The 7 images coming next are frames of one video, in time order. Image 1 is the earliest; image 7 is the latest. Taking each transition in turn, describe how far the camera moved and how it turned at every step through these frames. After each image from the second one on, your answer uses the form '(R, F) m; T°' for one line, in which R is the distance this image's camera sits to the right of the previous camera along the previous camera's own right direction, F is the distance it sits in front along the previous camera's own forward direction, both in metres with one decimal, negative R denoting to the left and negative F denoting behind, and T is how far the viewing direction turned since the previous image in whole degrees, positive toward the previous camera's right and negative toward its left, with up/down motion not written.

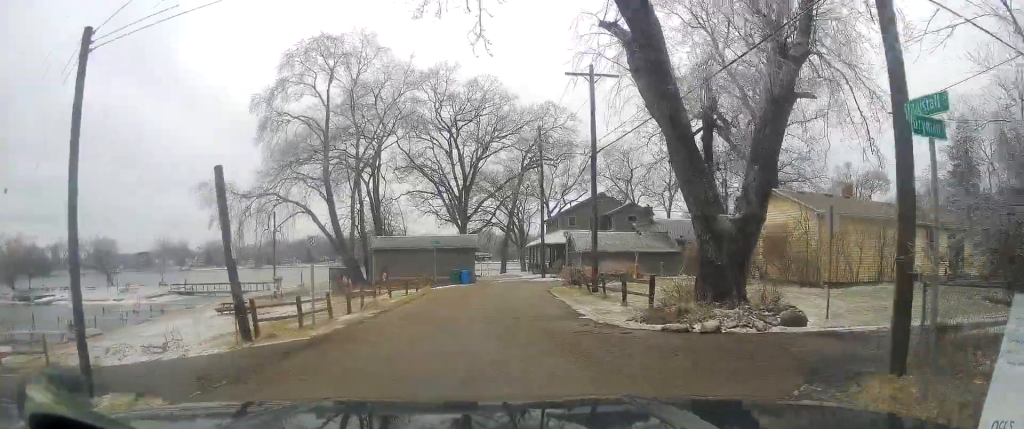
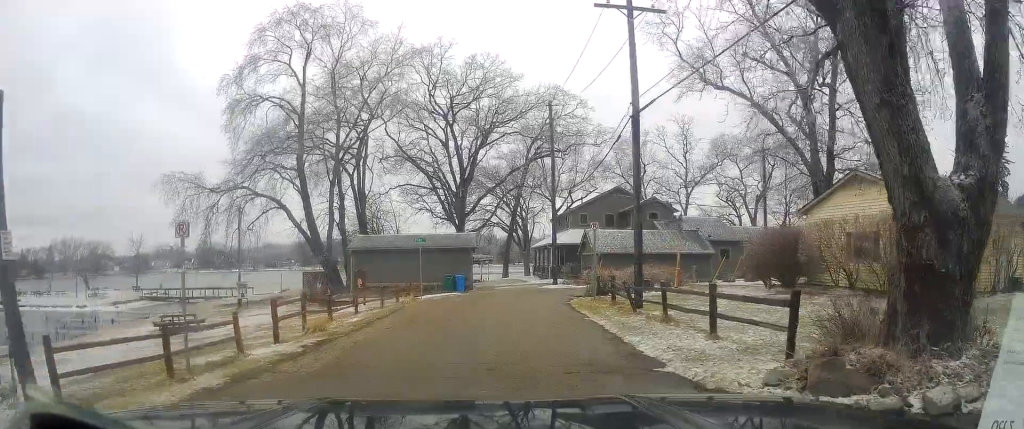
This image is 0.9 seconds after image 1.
(0.0, +7.5) m; 0°
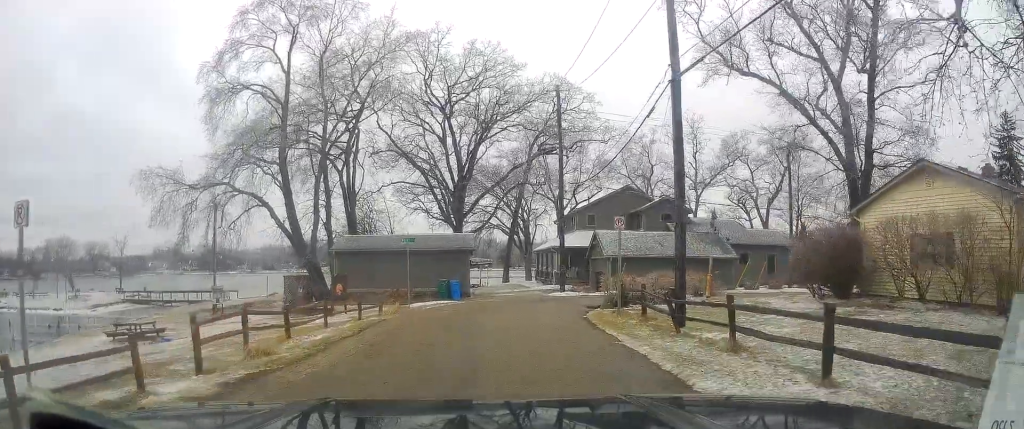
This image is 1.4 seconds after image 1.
(0.0, +4.2) m; -1°
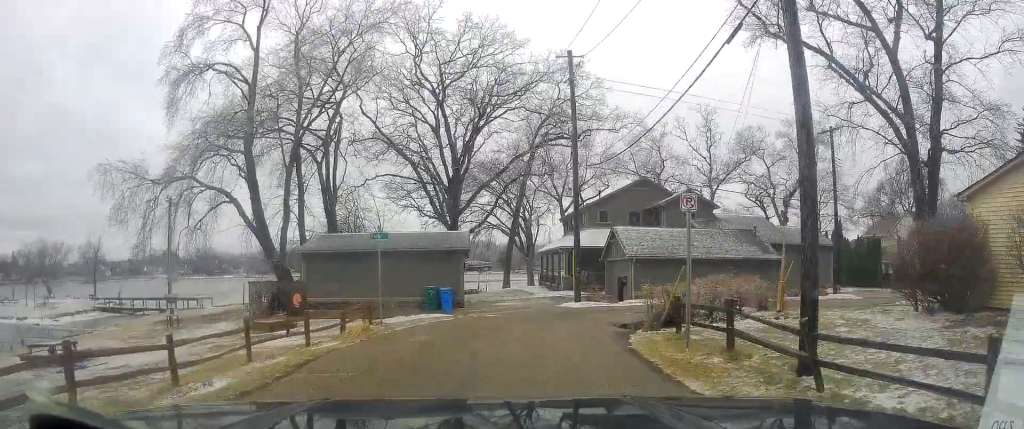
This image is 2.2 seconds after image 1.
(0.0, +6.4) m; -3°
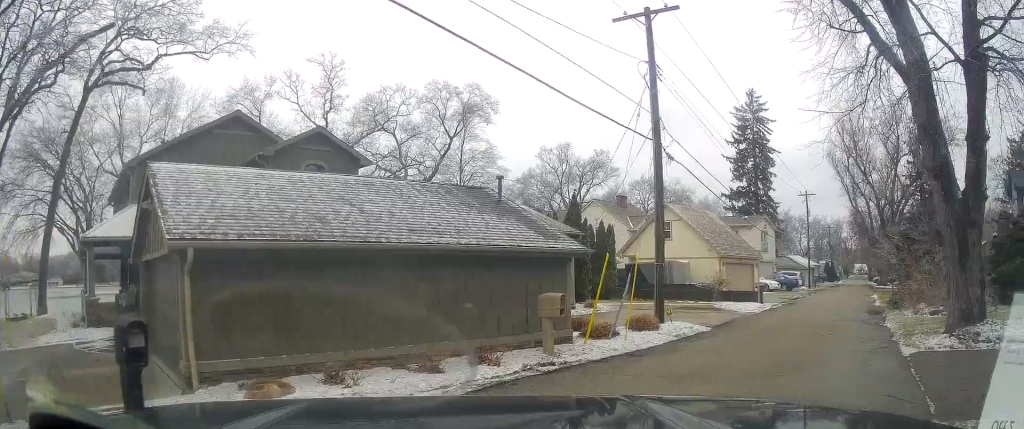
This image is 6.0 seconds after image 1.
(+2.4, +27.6) m; +29°
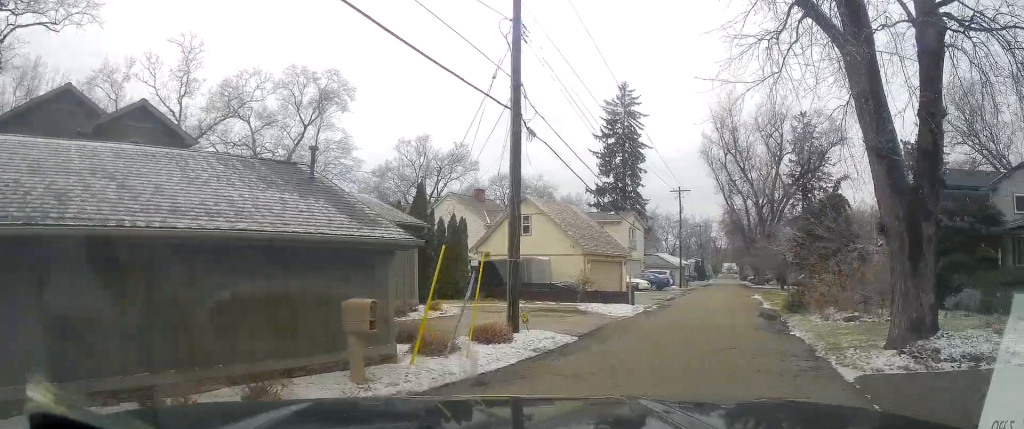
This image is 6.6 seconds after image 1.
(+0.4, +2.9) m; +15°
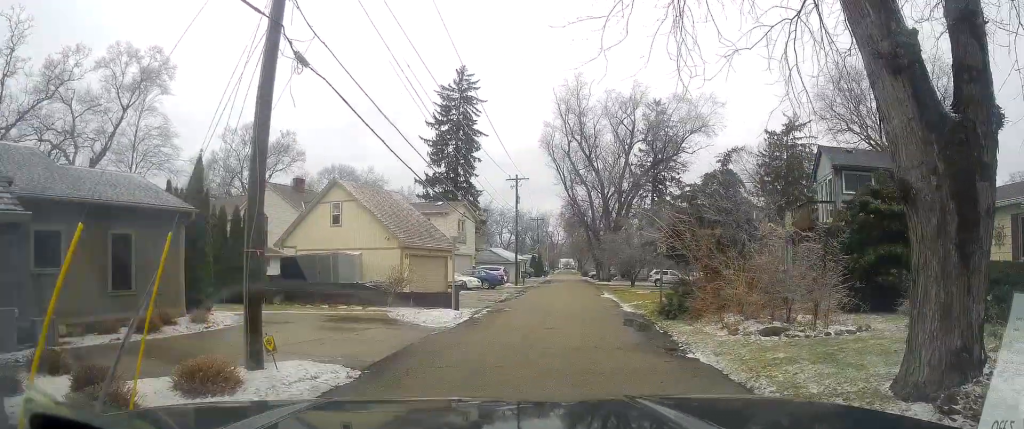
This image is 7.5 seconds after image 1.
(+1.4, +4.6) m; +21°
